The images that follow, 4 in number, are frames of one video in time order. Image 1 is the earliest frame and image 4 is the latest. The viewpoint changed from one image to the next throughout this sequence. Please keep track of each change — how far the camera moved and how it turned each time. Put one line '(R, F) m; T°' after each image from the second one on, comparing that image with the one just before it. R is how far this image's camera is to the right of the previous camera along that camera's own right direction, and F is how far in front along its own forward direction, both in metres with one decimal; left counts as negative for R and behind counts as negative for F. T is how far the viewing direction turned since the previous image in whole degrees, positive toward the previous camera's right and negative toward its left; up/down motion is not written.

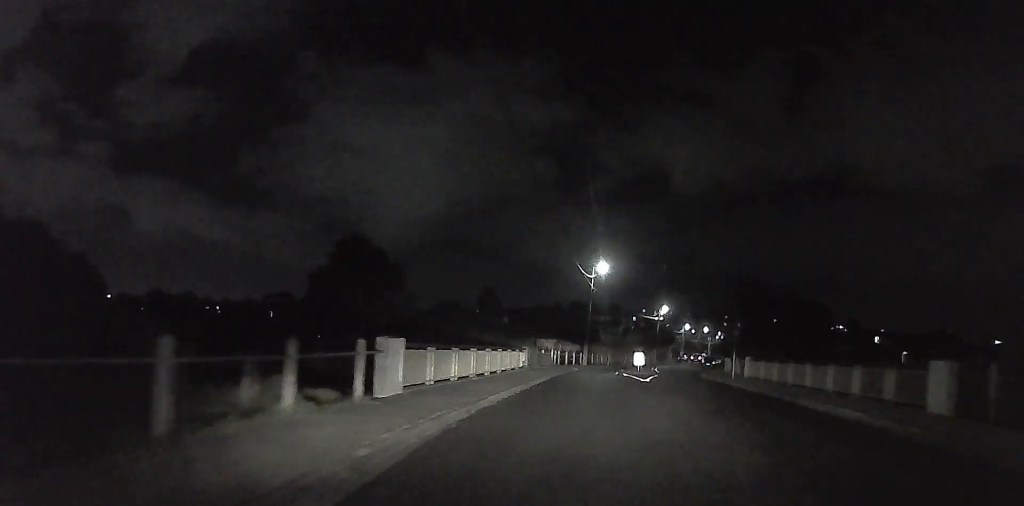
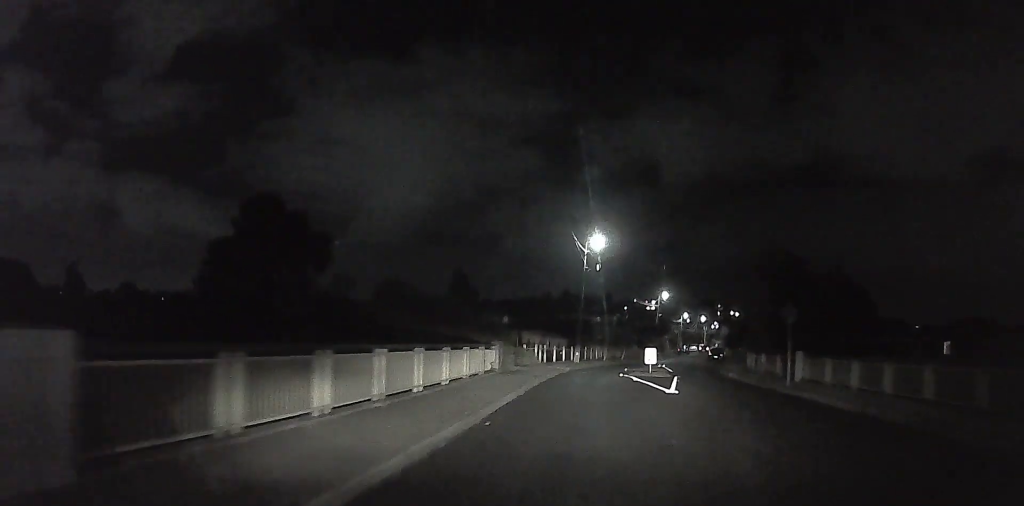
(+1.3, +13.4) m; +7°
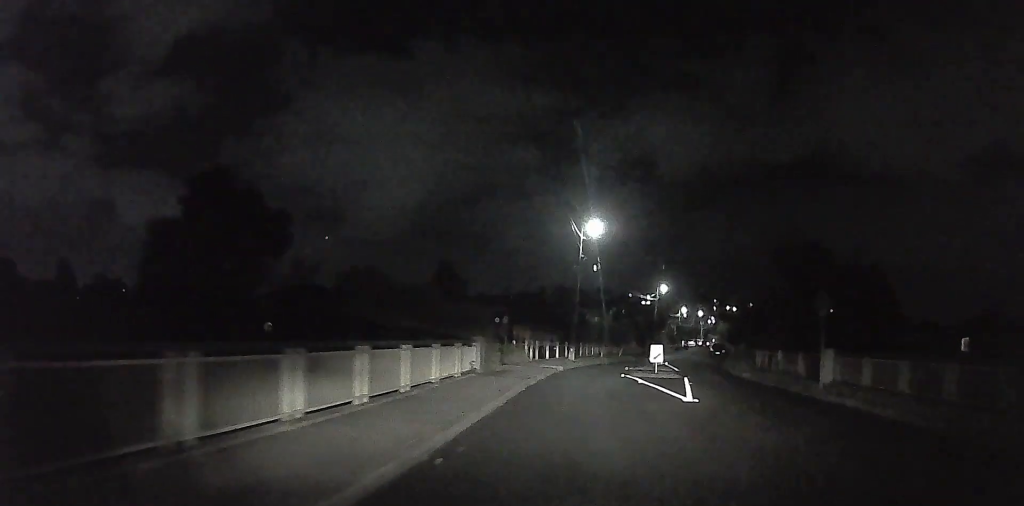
(+0.1, +4.9) m; +1°
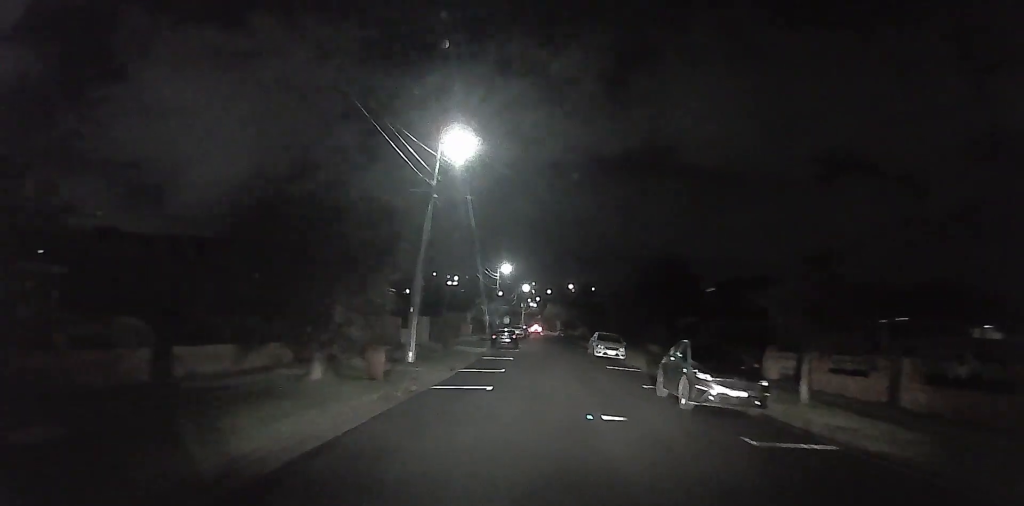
(-1.3, +57.2) m; -4°
